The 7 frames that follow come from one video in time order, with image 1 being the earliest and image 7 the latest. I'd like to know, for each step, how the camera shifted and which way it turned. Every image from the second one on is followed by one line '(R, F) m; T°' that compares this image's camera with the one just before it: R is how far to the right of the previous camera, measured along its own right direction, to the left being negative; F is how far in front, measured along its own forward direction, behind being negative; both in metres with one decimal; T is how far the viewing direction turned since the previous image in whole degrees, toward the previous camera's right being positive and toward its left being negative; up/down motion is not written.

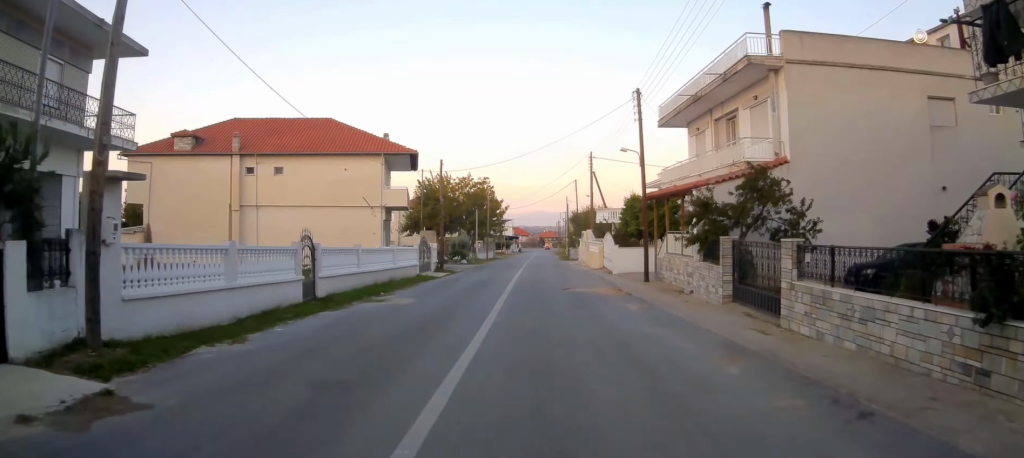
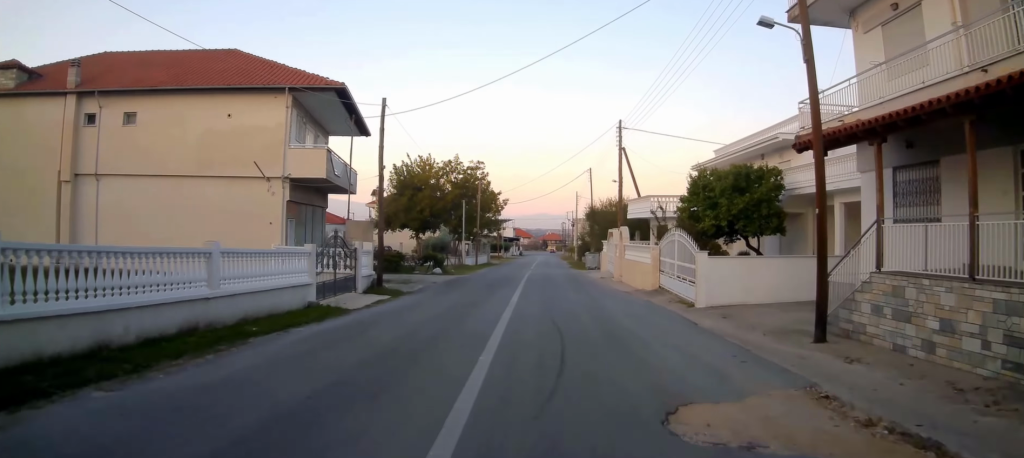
(0.0, +16.3) m; 0°
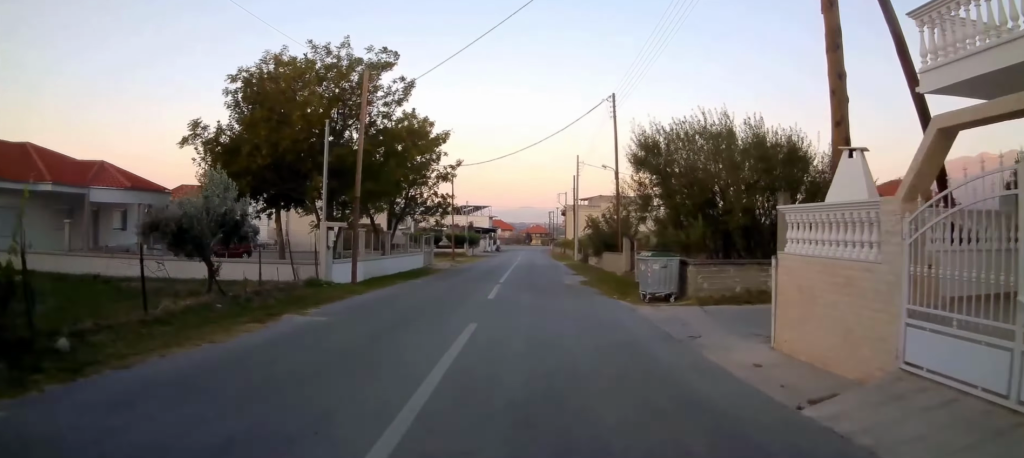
(+0.6, +31.6) m; +2°
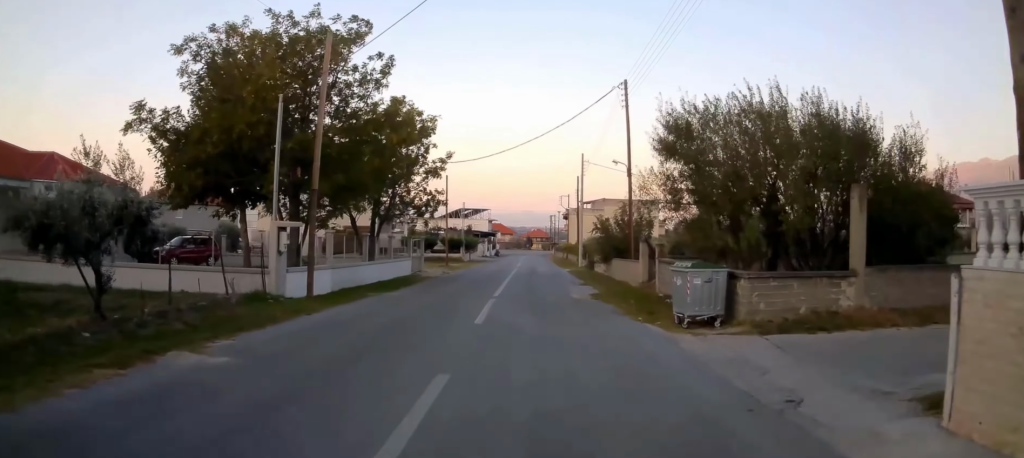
(+0.2, +4.3) m; 0°
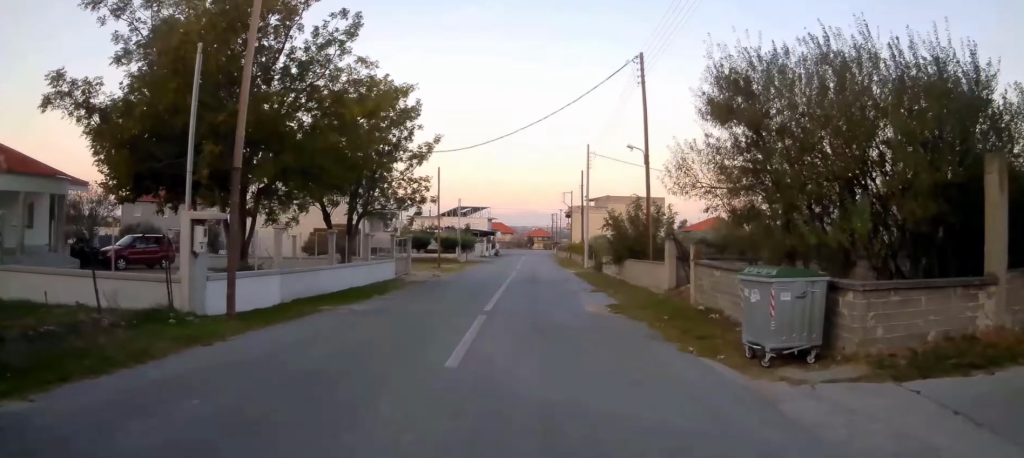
(+0.2, +4.6) m; 0°
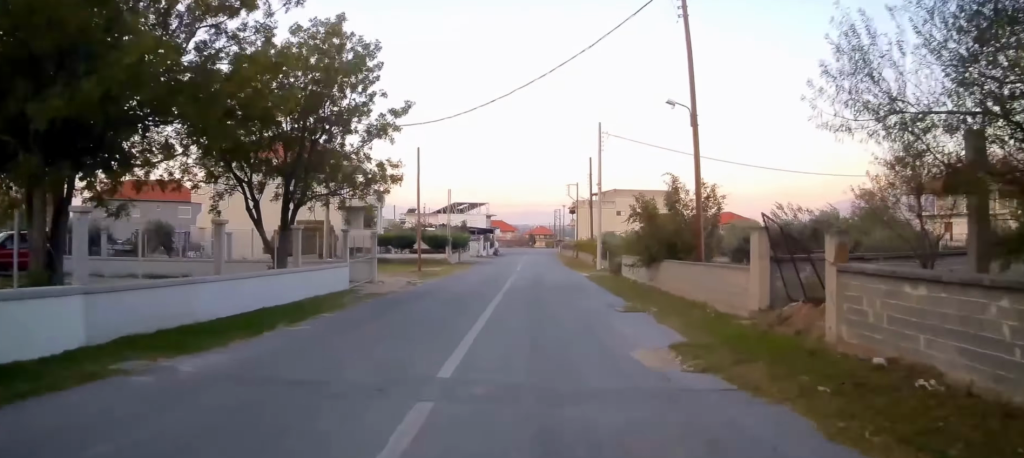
(-0.3, +8.2) m; -2°
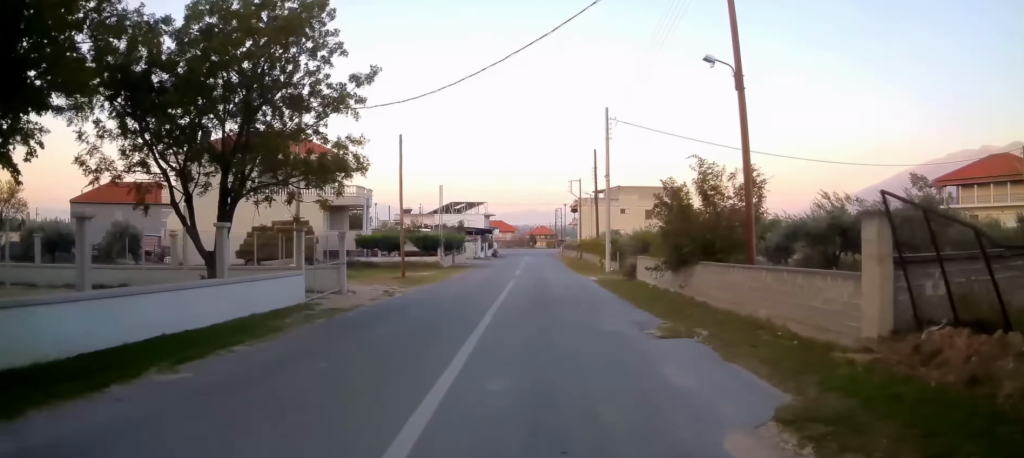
(0.0, +4.7) m; 0°
